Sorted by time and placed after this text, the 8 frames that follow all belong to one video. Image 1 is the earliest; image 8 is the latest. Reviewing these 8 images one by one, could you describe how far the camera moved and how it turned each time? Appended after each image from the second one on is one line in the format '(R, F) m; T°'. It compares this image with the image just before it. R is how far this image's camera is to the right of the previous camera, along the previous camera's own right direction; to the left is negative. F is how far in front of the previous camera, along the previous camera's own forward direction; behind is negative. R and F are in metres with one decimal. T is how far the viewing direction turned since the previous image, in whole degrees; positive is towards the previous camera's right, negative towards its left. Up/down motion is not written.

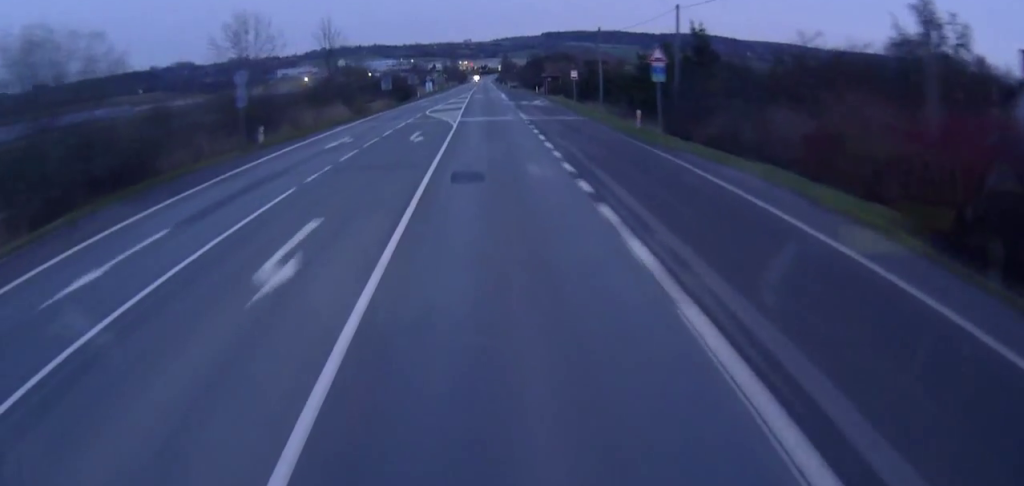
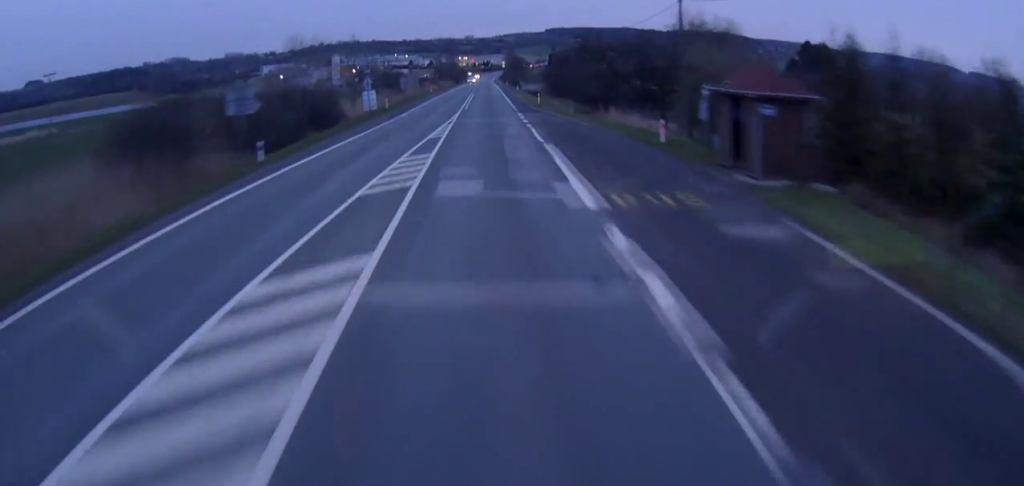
(-0.5, +64.2) m; -2°
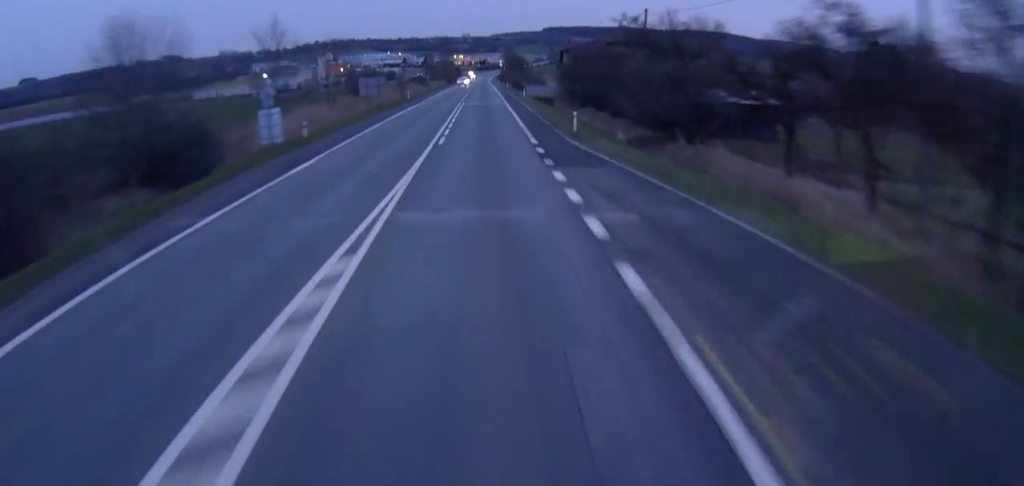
(-0.1, +25.8) m; 0°
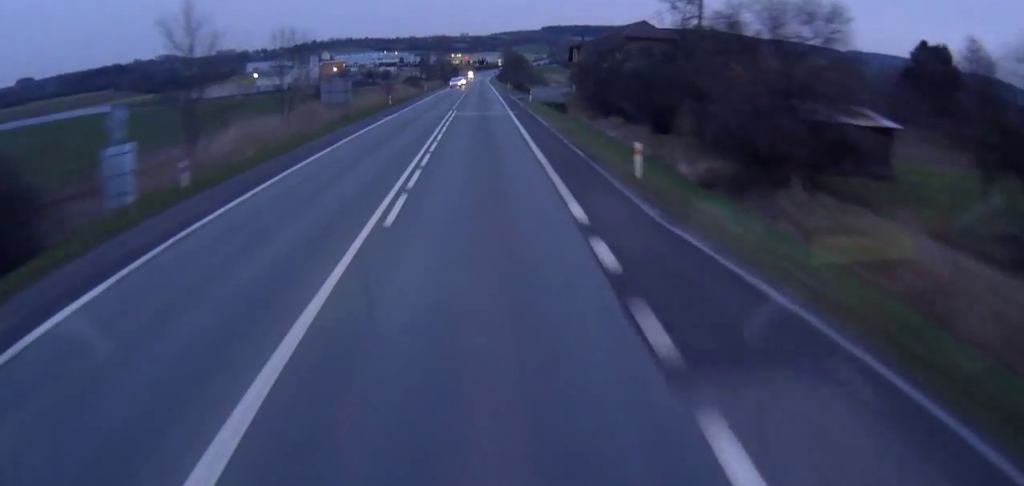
(0.0, +13.9) m; 0°
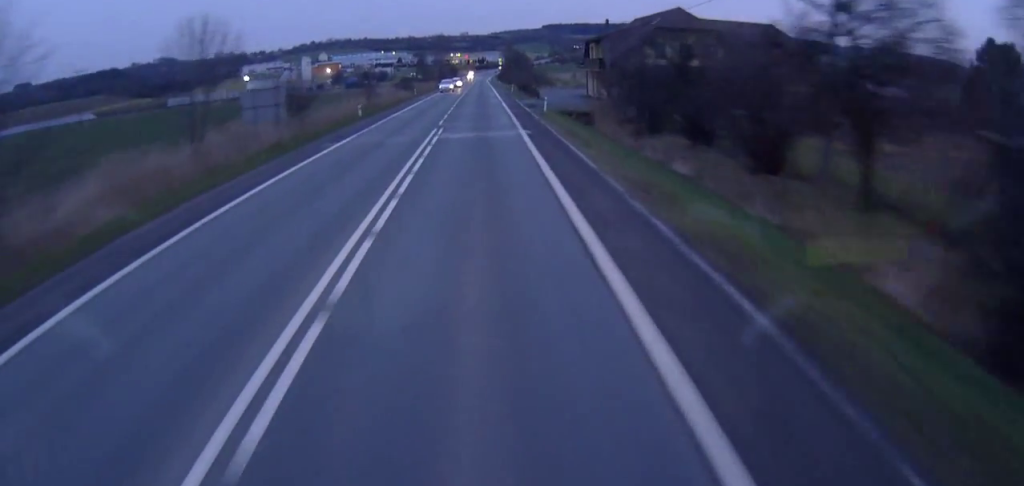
(0.0, +15.7) m; +1°
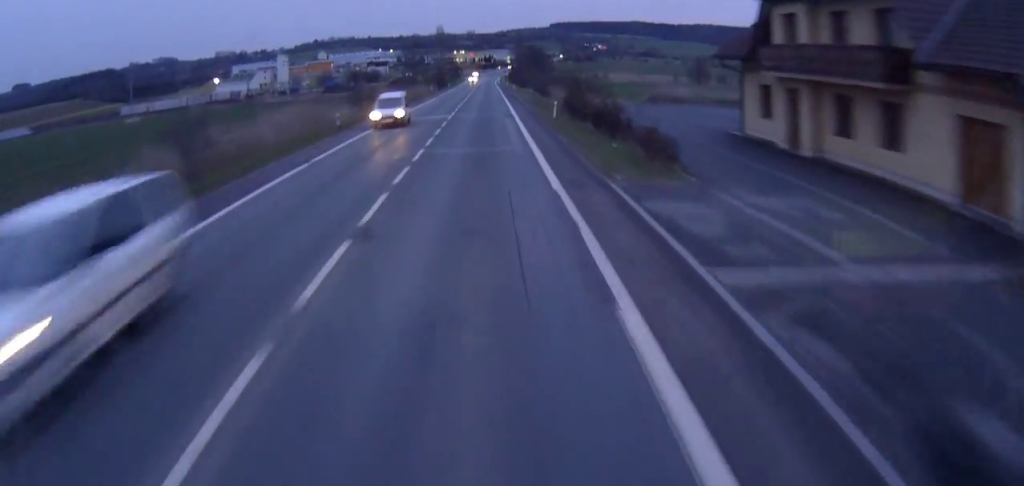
(+0.4, +50.9) m; +1°
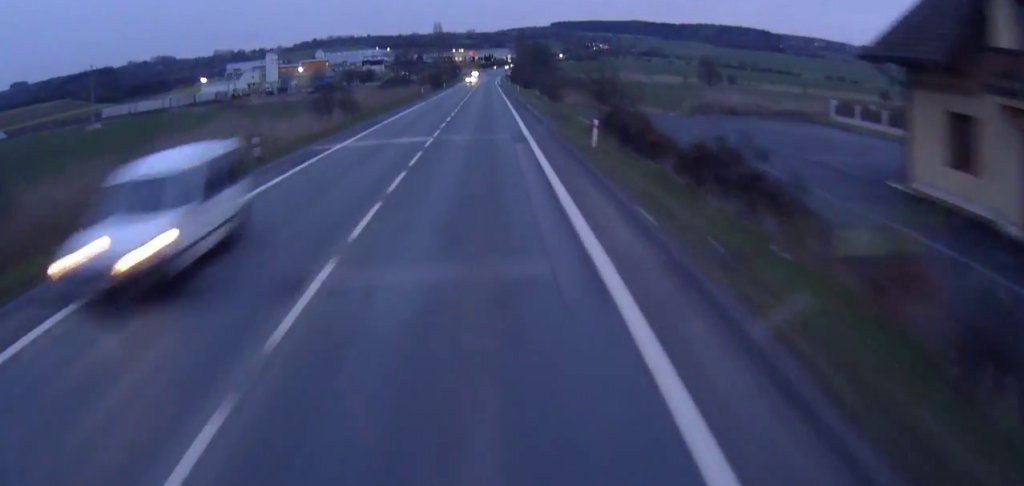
(+0.1, +15.0) m; +1°
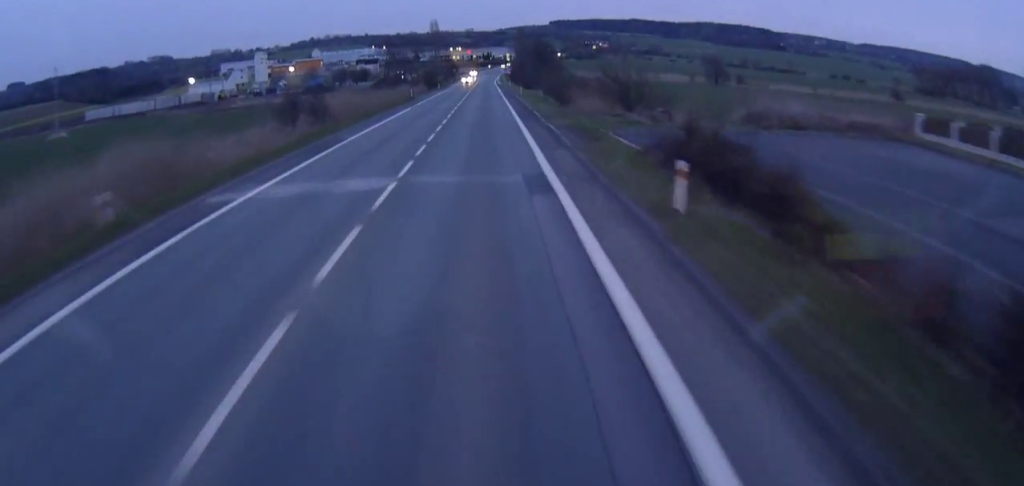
(0.0, +11.5) m; +1°
